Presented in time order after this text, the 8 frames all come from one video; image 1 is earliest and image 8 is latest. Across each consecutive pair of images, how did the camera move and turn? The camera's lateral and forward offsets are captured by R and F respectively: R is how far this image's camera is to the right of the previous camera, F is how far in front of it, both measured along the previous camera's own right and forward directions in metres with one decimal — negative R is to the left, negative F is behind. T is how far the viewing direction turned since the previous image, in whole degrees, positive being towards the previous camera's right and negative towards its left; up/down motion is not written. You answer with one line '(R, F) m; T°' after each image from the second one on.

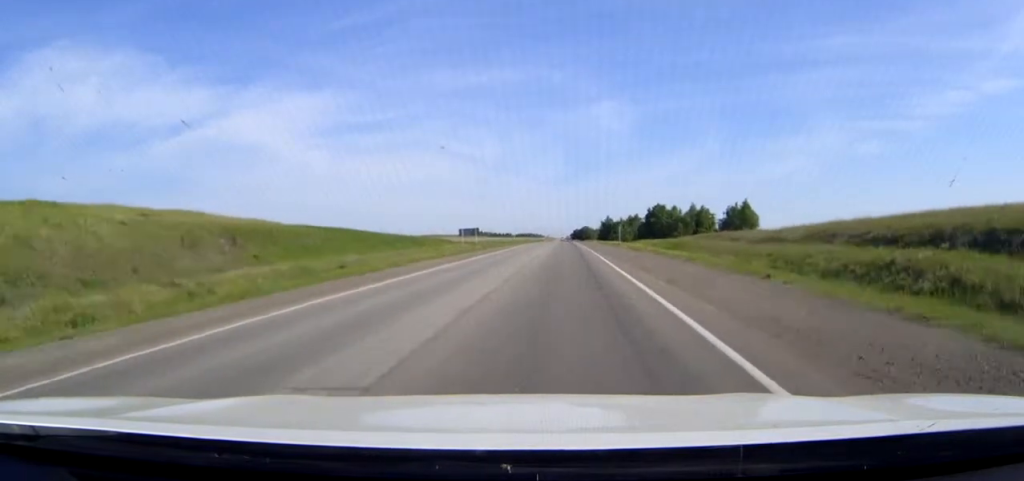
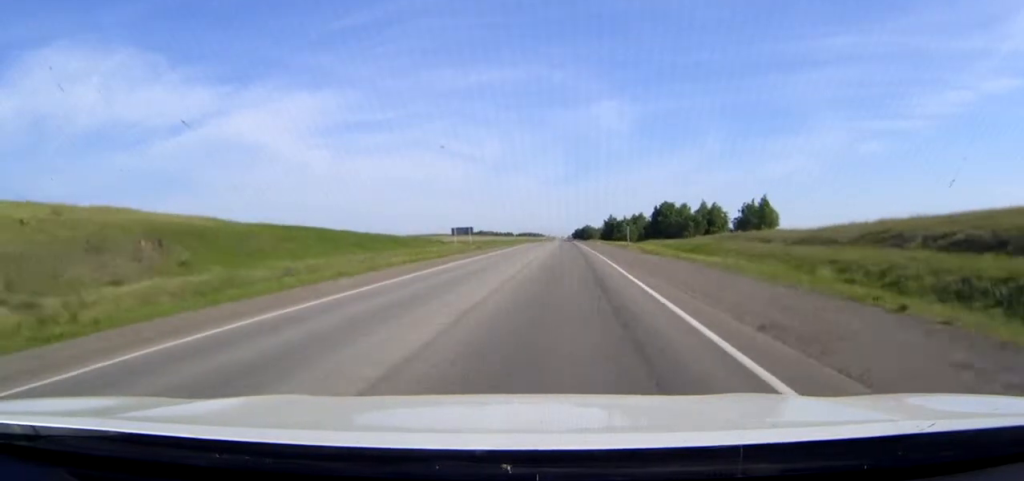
(0.0, +9.6) m; 0°
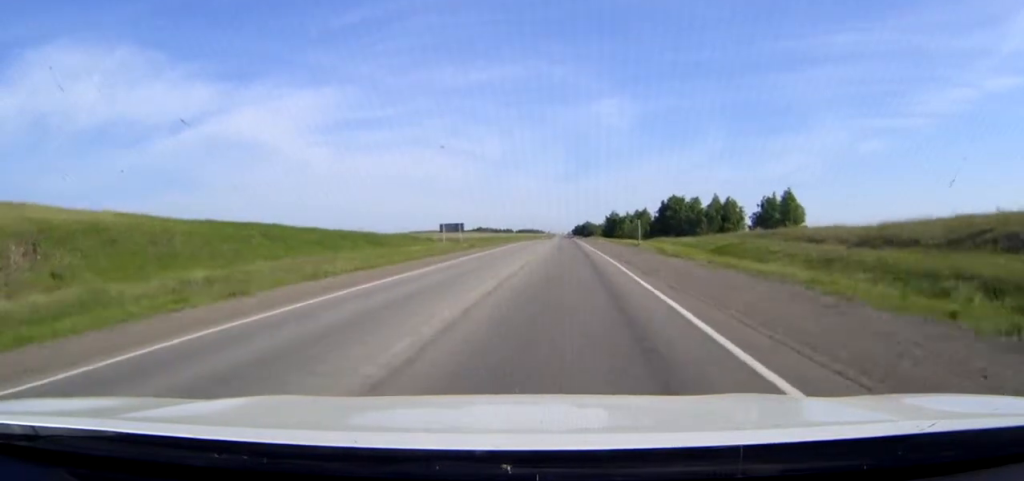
(0.0, +11.1) m; 0°
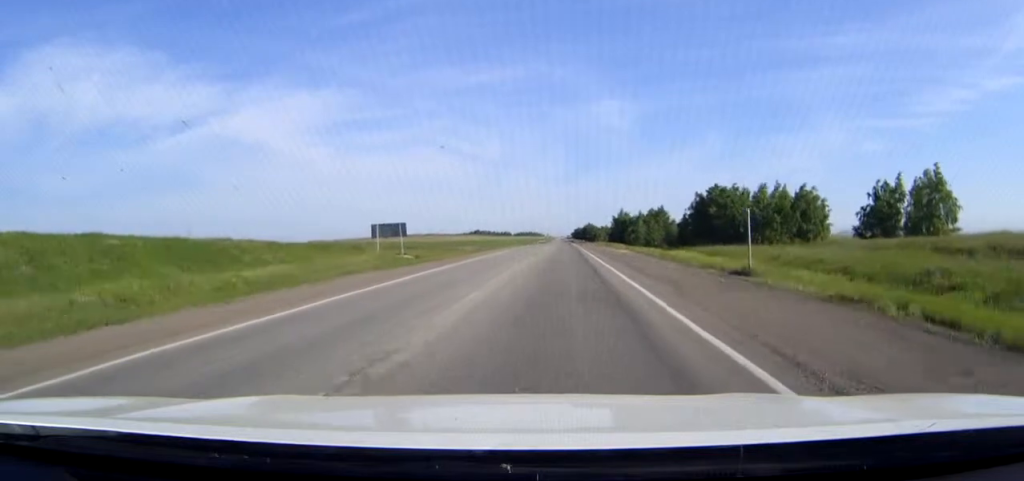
(0.0, +37.6) m; 0°
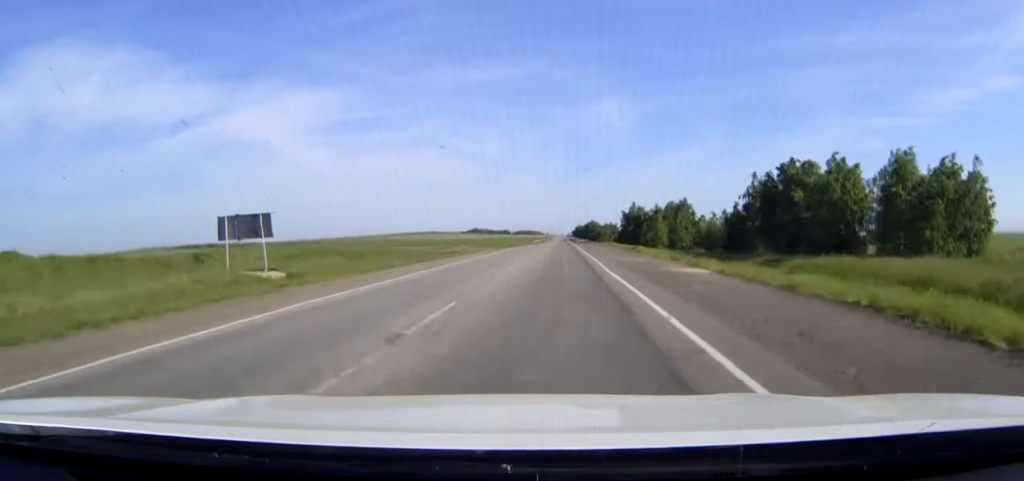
(0.0, +32.3) m; 0°
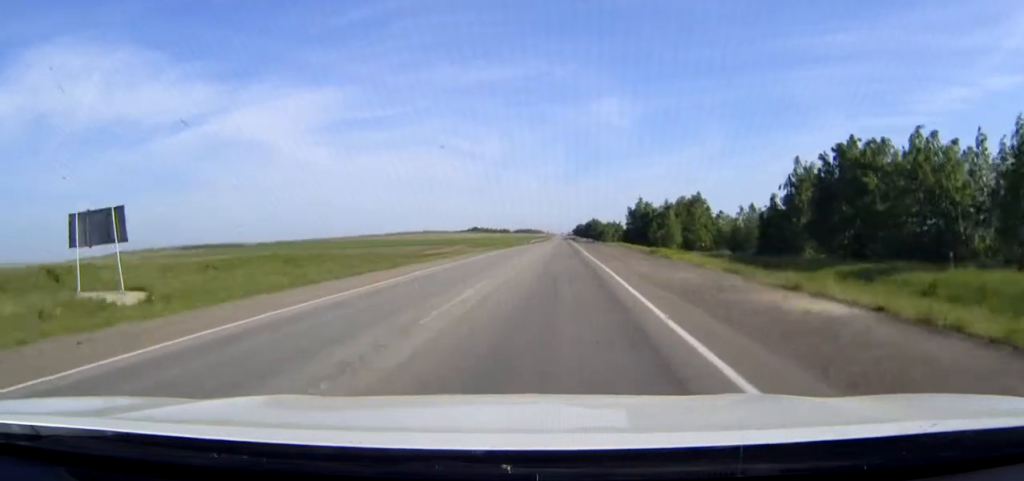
(0.0, +13.7) m; 0°
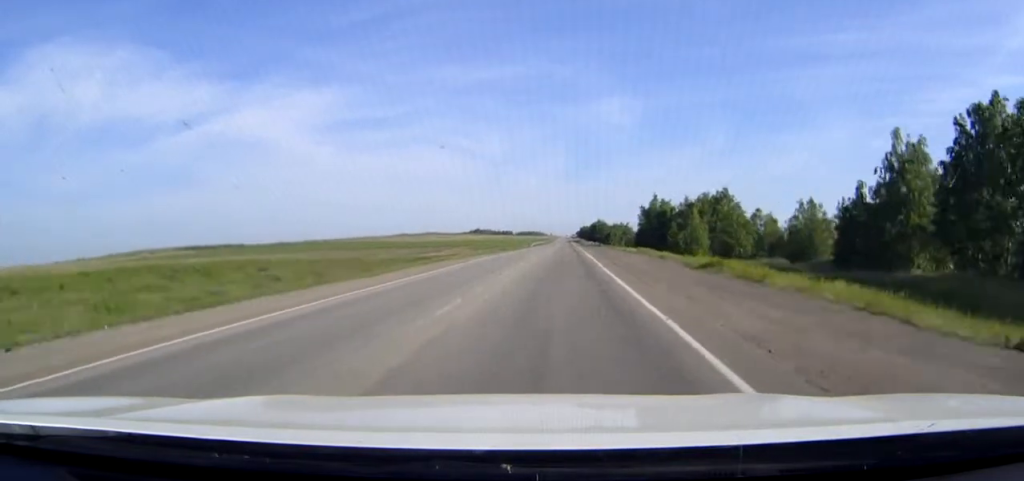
(0.0, +18.5) m; 0°
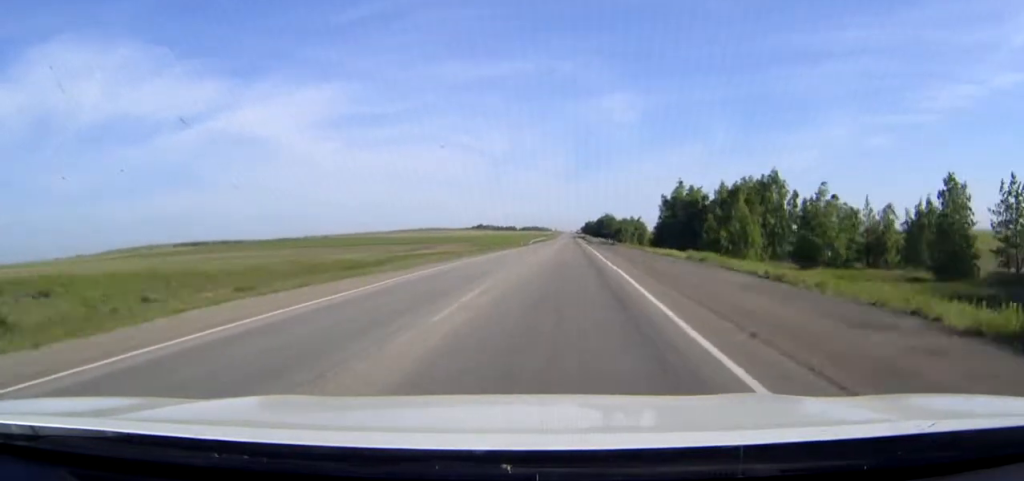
(0.0, +23.5) m; 0°
